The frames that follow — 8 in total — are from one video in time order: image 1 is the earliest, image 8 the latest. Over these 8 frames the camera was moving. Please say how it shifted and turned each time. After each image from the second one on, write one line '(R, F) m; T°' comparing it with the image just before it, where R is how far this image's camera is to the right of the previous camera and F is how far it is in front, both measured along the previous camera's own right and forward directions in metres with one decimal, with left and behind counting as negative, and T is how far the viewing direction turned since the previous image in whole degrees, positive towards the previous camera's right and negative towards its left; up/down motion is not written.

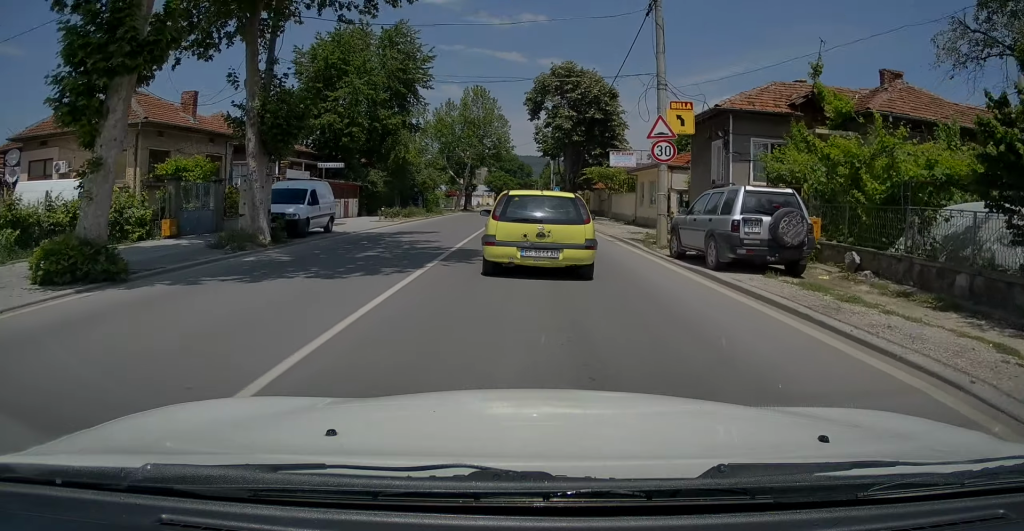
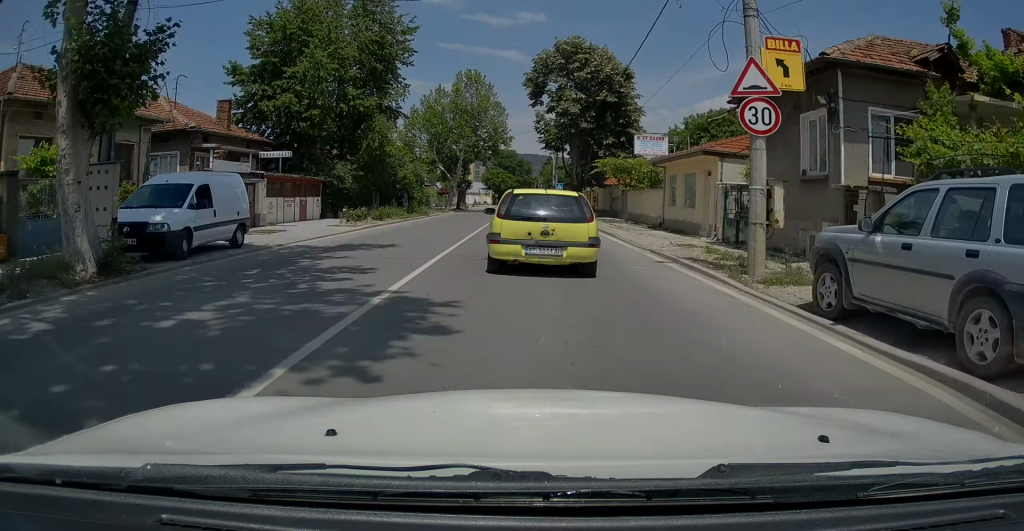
(+0.1, +7.2) m; 0°
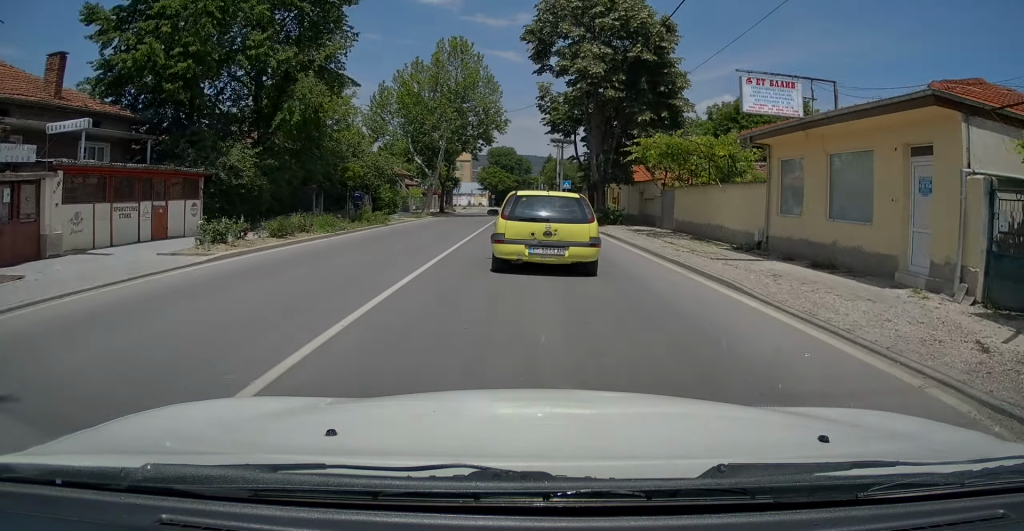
(-0.1, +12.4) m; -1°
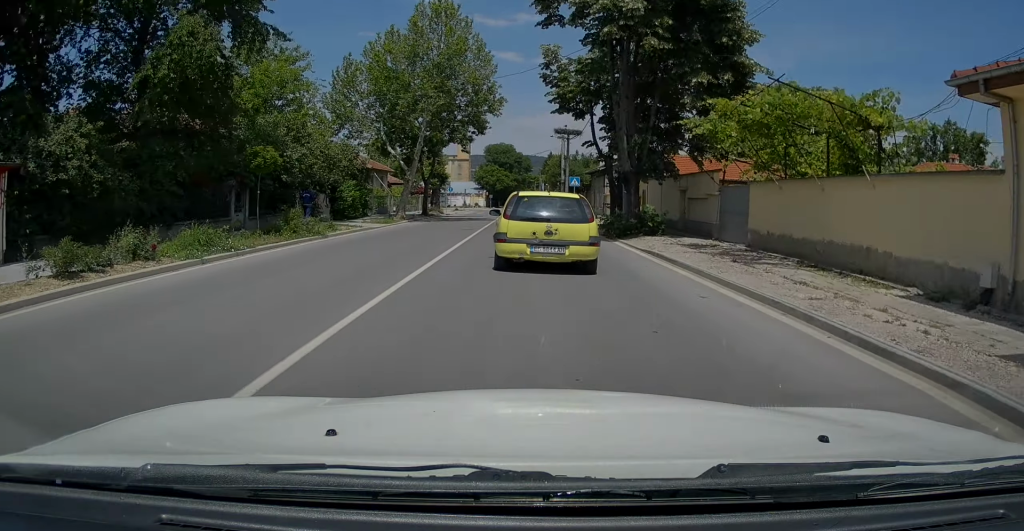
(0.0, +9.1) m; 0°
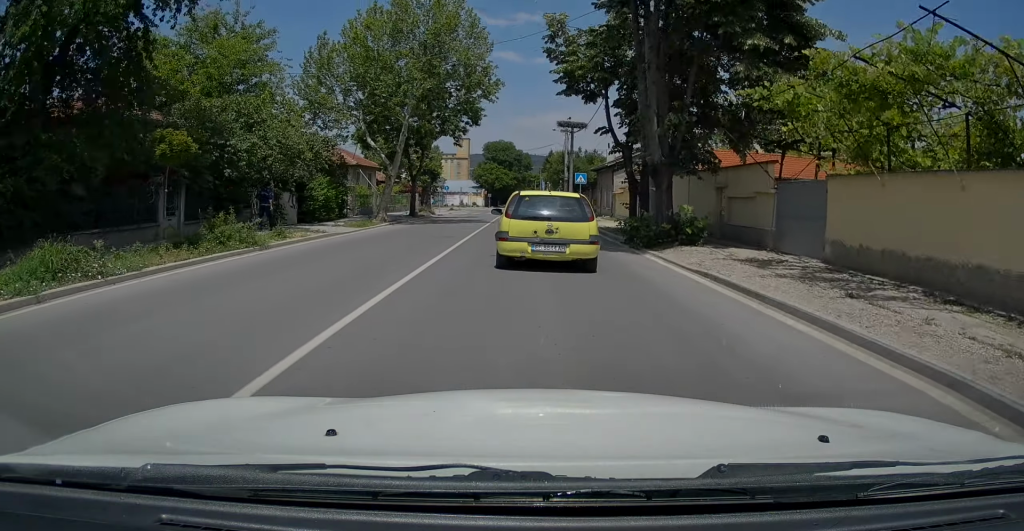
(0.0, +4.8) m; 0°
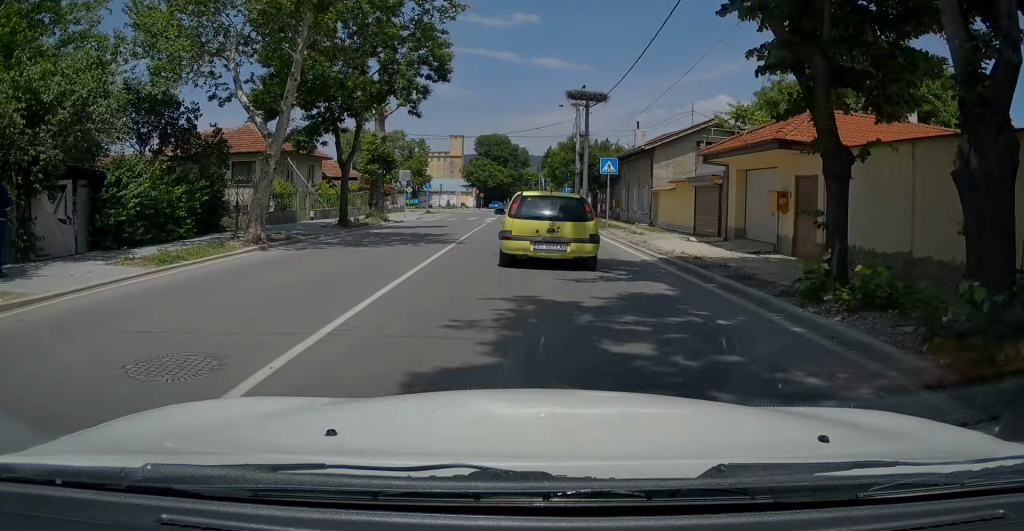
(+0.2, +14.7) m; +1°
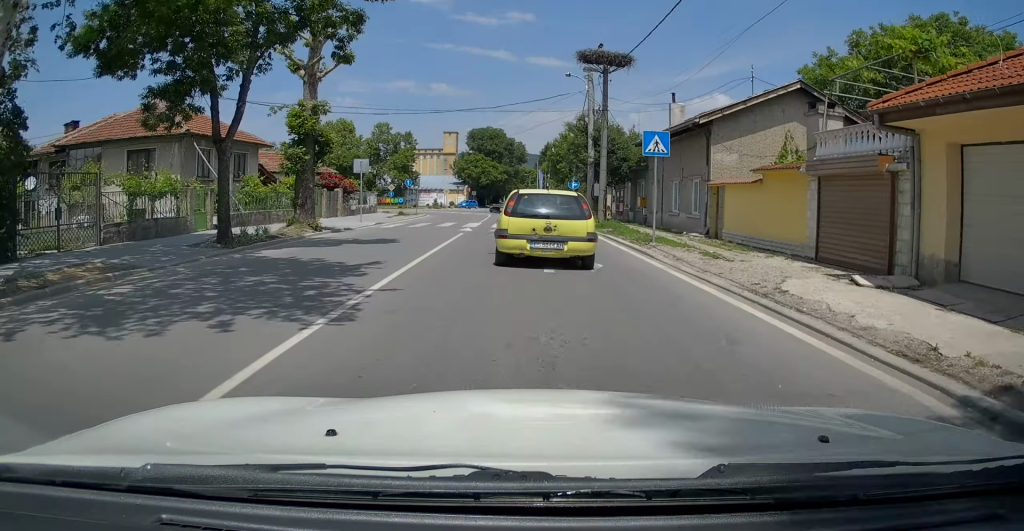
(0.0, +9.9) m; 0°
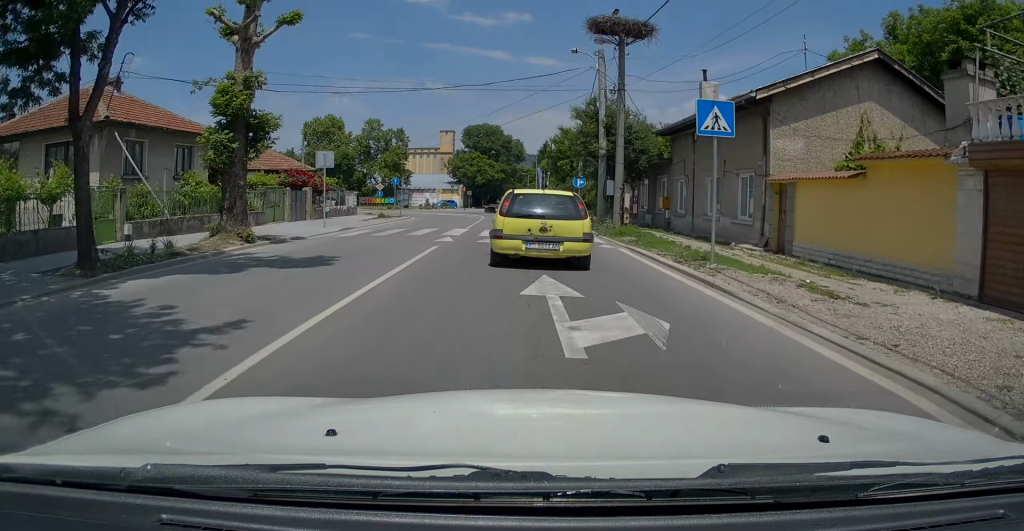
(0.0, +5.3) m; 0°
